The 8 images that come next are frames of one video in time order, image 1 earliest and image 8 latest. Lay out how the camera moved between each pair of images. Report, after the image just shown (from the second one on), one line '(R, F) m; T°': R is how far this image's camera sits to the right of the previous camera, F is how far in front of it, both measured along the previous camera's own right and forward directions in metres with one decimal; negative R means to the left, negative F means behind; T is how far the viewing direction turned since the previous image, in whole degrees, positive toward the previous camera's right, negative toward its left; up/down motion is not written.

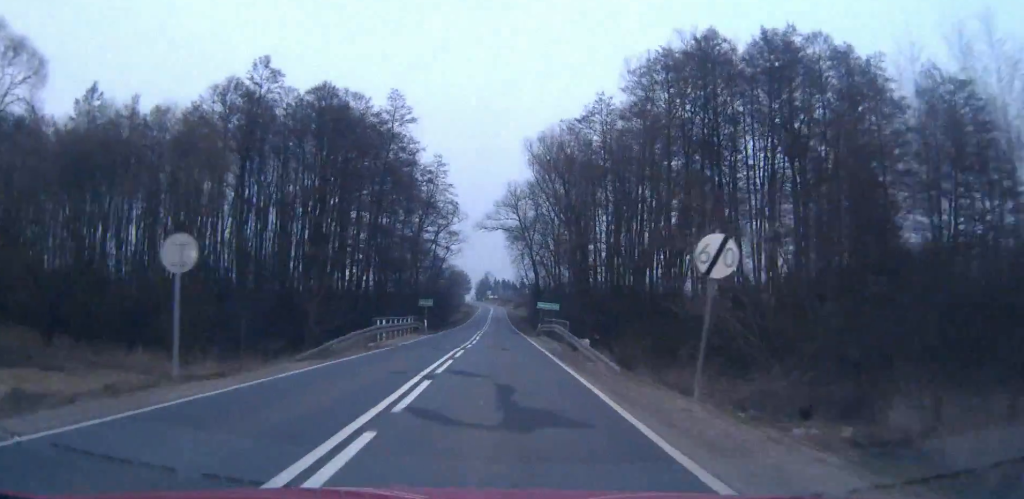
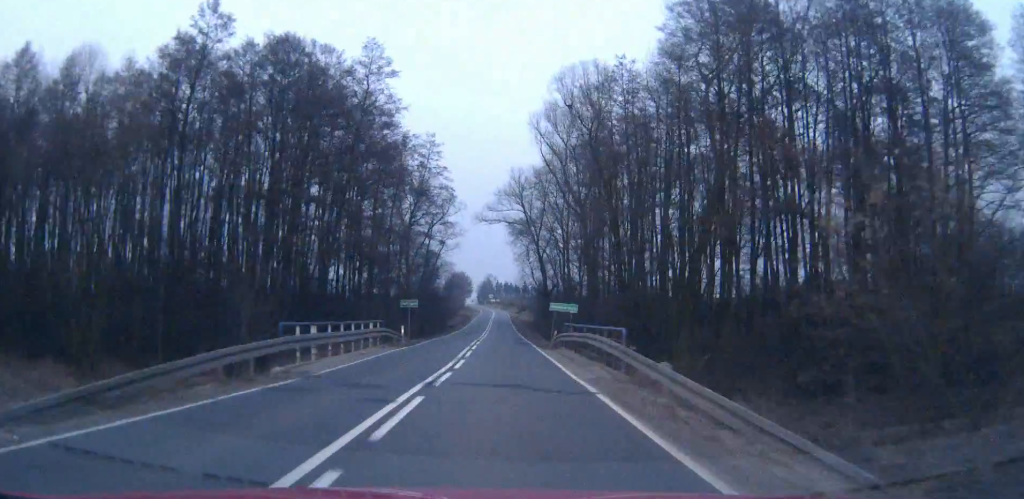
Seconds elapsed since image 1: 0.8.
(0.0, +13.6) m; 0°
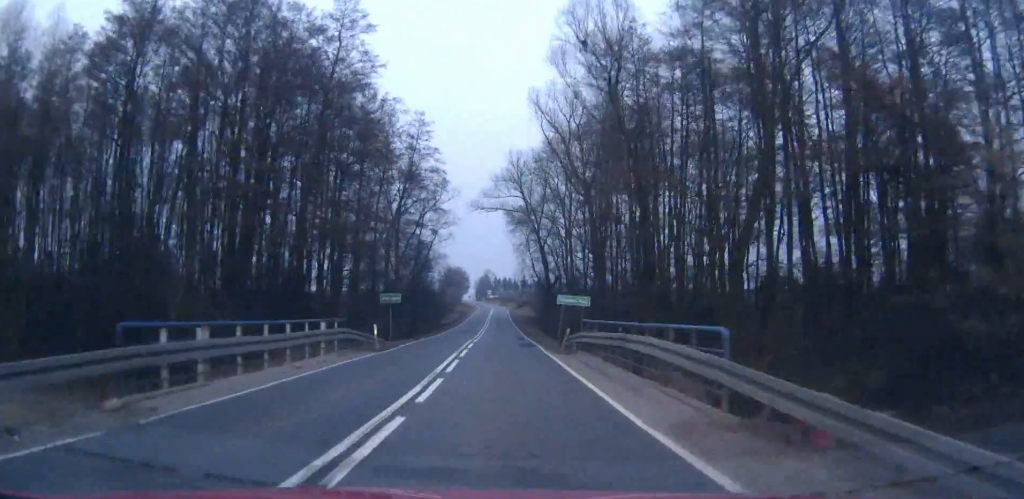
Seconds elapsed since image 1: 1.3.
(0.0, +8.2) m; 0°
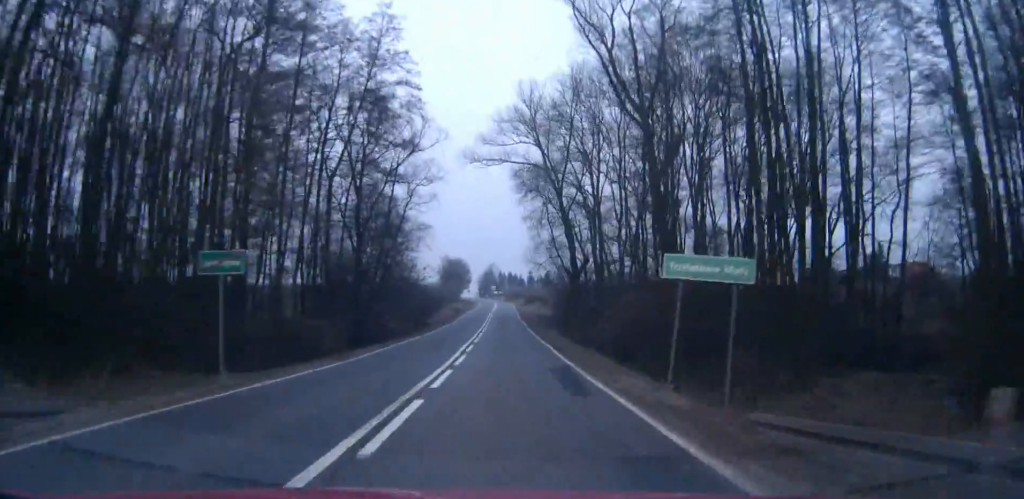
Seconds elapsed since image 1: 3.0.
(-0.1, +27.9) m; -1°
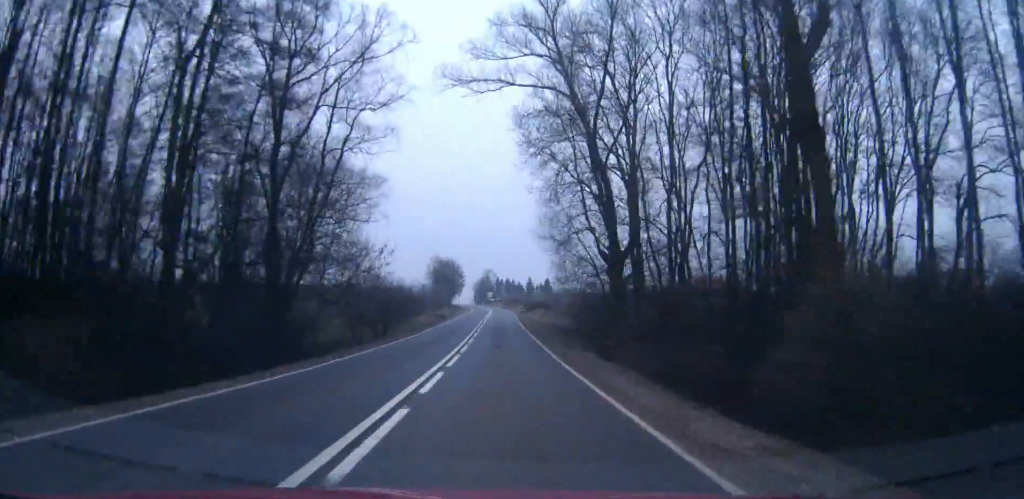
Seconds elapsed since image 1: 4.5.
(-0.2, +24.1) m; -1°
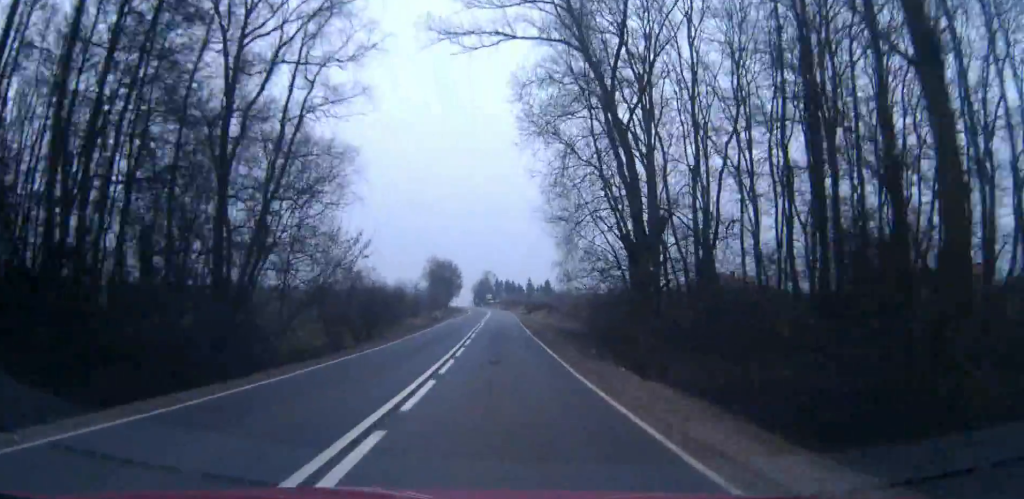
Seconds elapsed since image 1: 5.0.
(0.0, +7.6) m; 0°
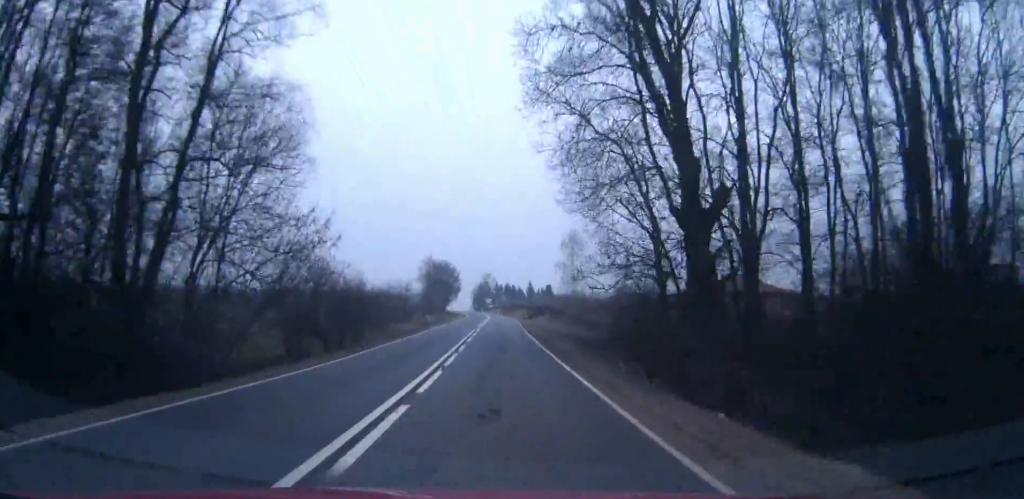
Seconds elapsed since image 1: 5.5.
(0.0, +9.2) m; 0°
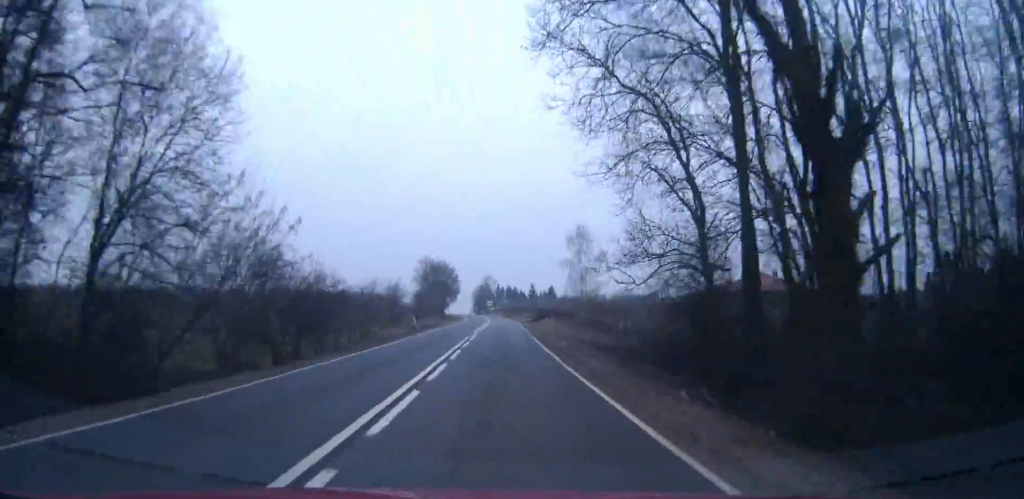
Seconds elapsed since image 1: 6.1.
(0.0, +9.8) m; 0°
